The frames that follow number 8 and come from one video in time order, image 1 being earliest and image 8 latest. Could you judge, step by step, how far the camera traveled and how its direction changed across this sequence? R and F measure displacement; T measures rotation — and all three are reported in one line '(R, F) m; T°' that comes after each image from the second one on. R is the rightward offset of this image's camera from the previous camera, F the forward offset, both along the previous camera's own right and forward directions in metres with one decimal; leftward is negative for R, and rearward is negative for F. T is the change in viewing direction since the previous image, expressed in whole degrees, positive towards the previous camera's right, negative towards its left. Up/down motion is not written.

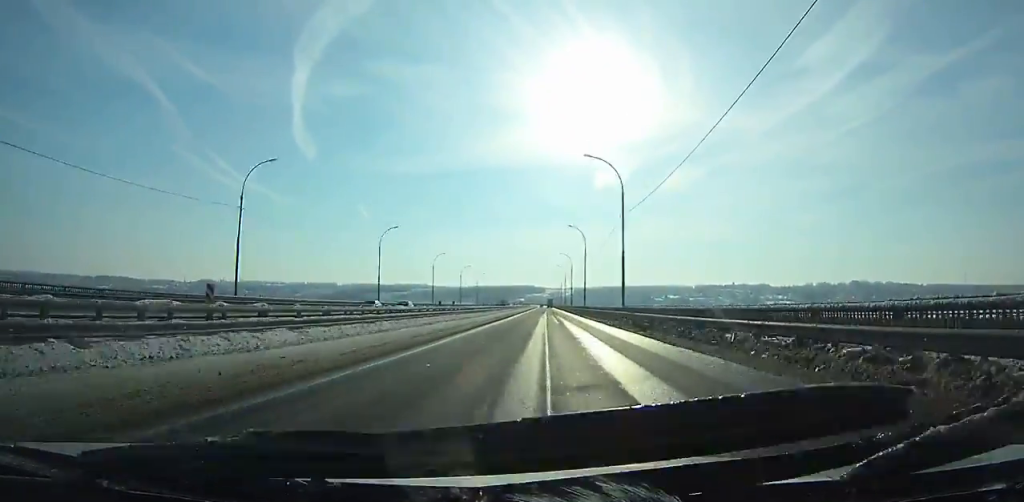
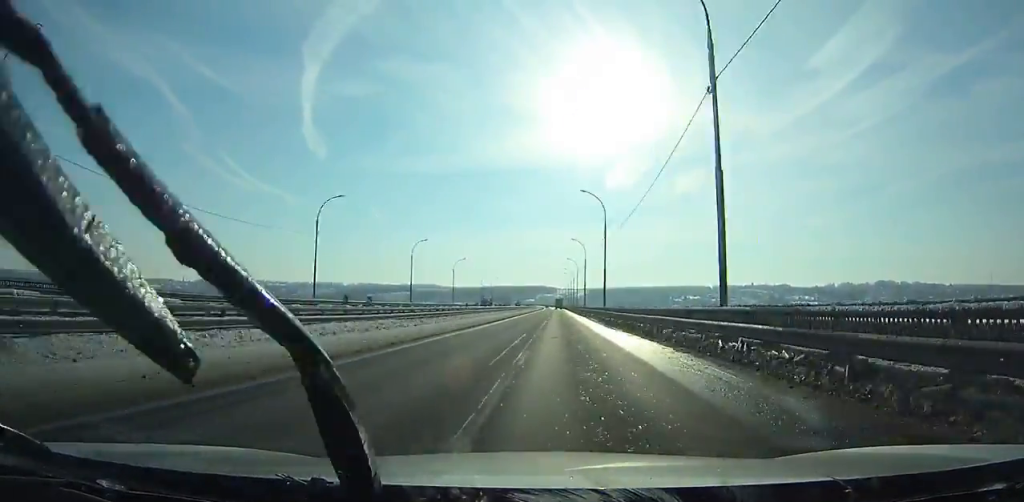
(-0.3, +110.6) m; 0°
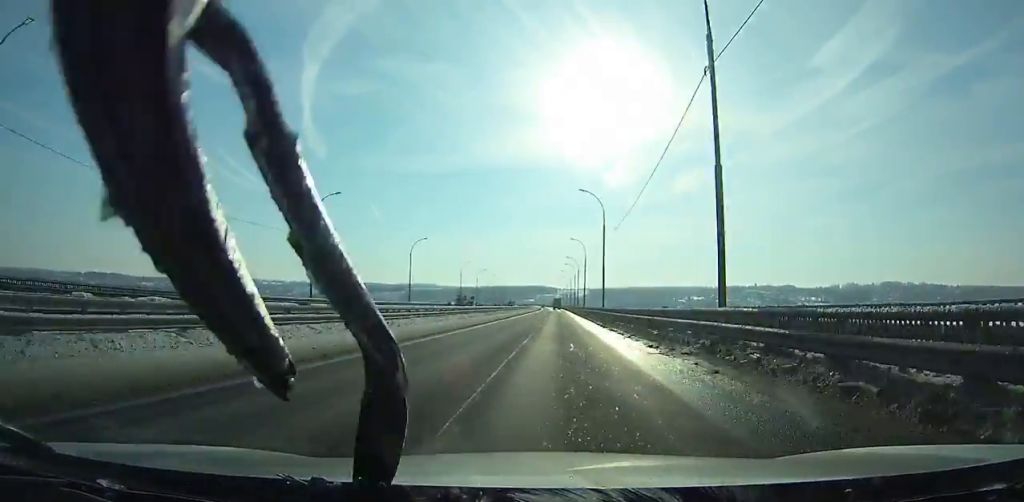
(-0.1, +42.5) m; 0°
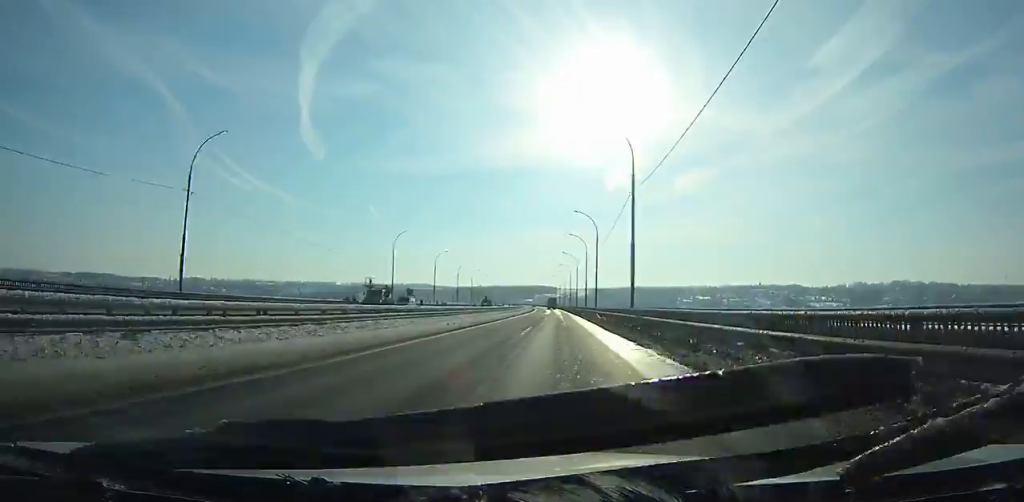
(-0.1, +64.9) m; 0°
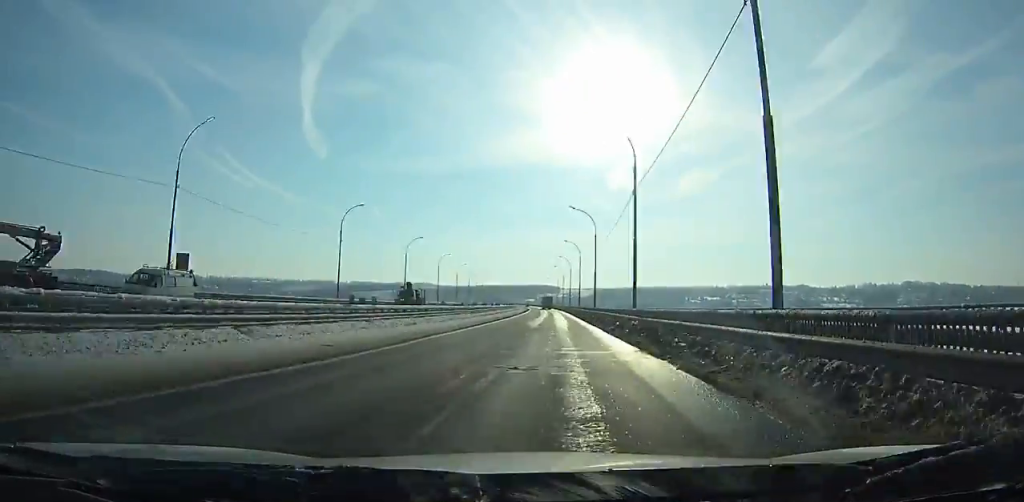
(-0.2, +56.4) m; -1°
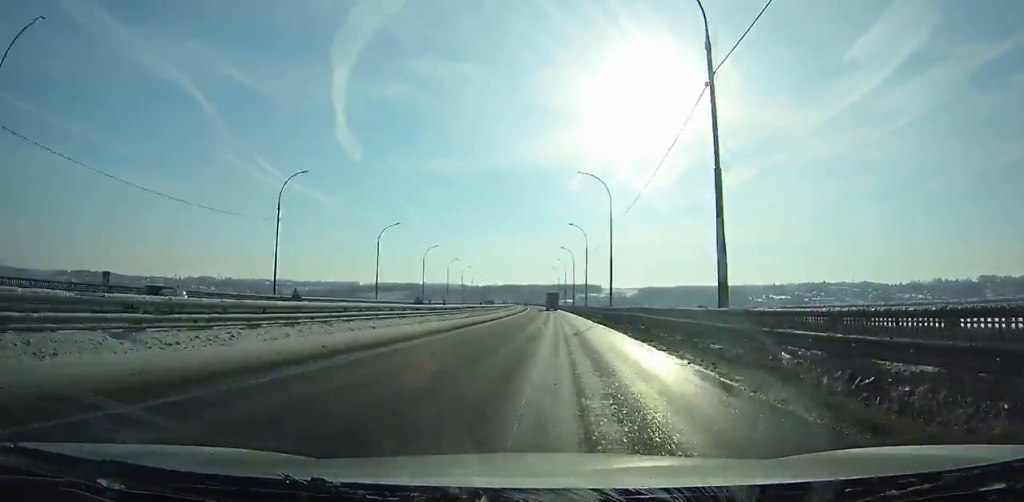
(-6.7, +217.5) m; -4°
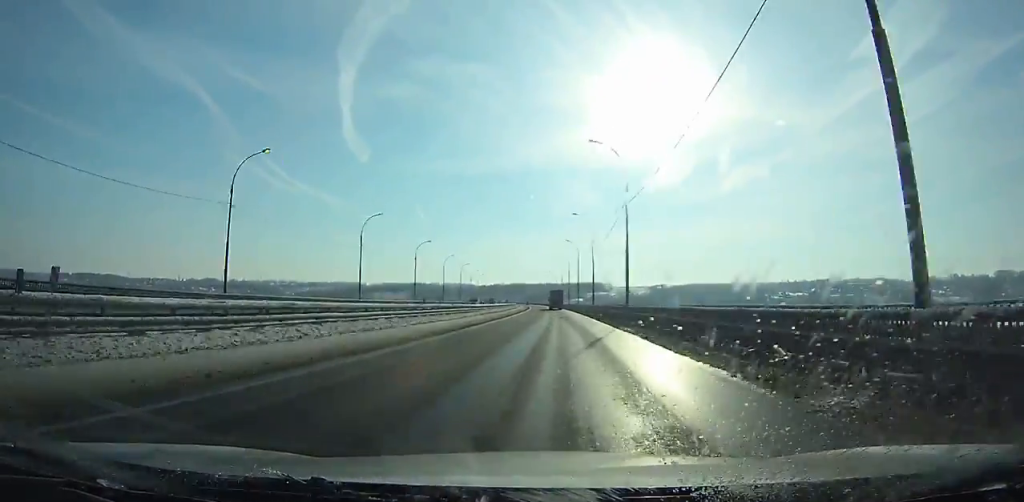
(-0.1, +42.7) m; -1°
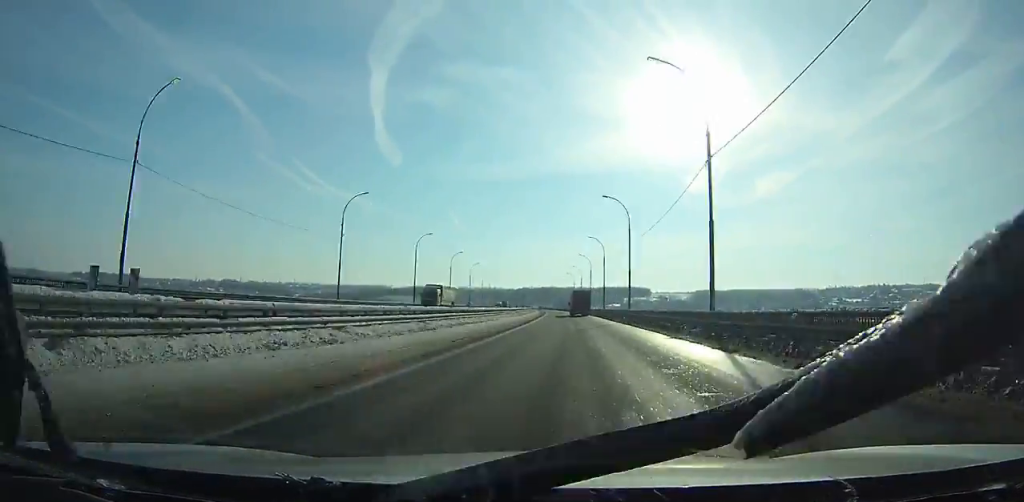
(-2.9, +115.6) m; -2°
